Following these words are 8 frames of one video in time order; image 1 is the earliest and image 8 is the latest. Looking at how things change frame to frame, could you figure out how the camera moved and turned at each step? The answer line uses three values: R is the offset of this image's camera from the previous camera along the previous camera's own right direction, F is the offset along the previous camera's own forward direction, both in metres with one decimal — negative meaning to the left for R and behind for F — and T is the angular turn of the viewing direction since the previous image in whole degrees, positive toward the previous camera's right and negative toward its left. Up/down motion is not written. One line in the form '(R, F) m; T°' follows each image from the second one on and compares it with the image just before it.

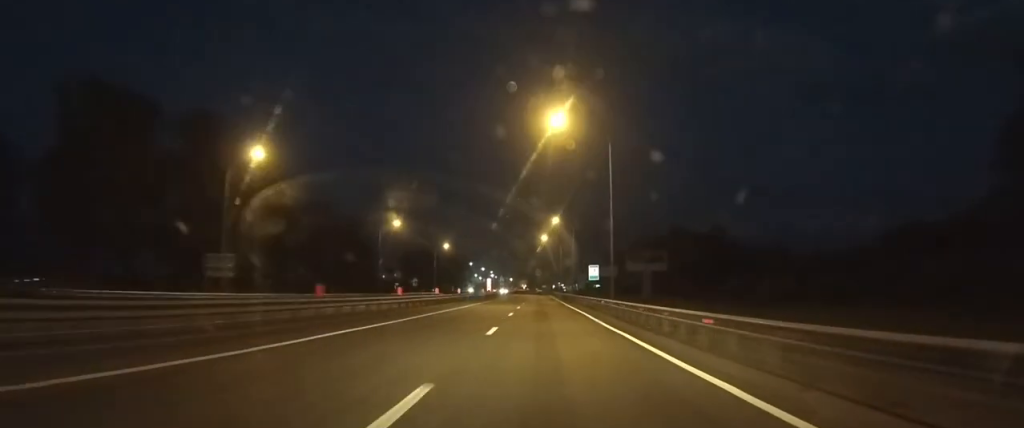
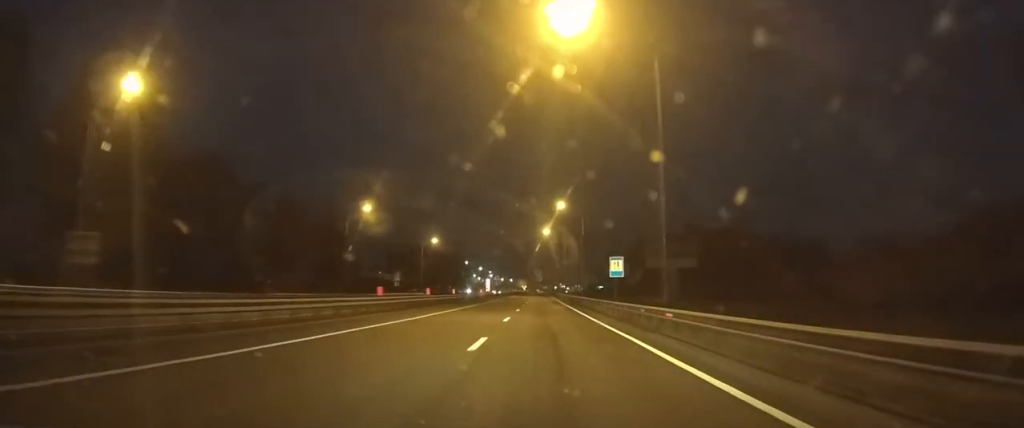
(0.0, +15.9) m; 0°
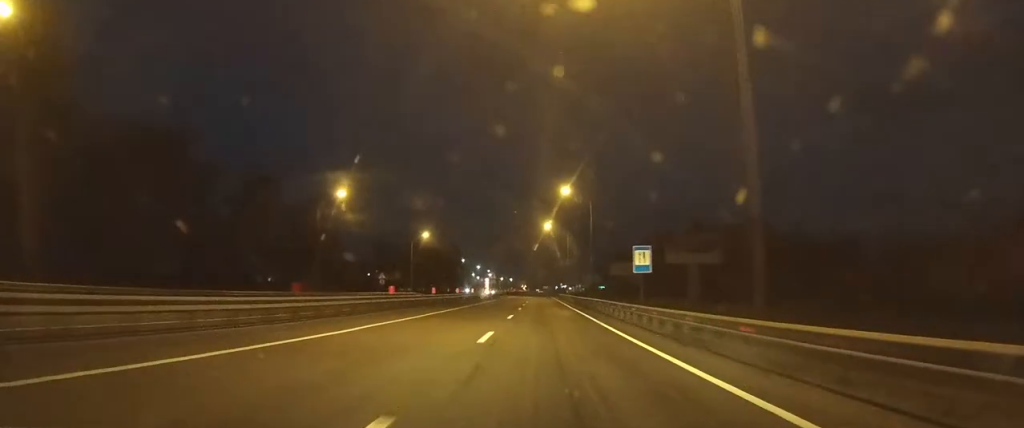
(0.0, +9.7) m; 0°
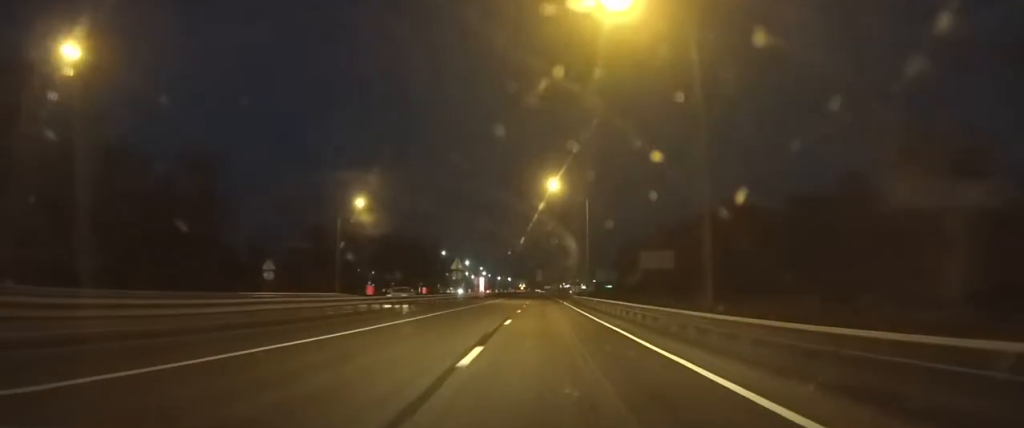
(0.0, +38.2) m; 0°
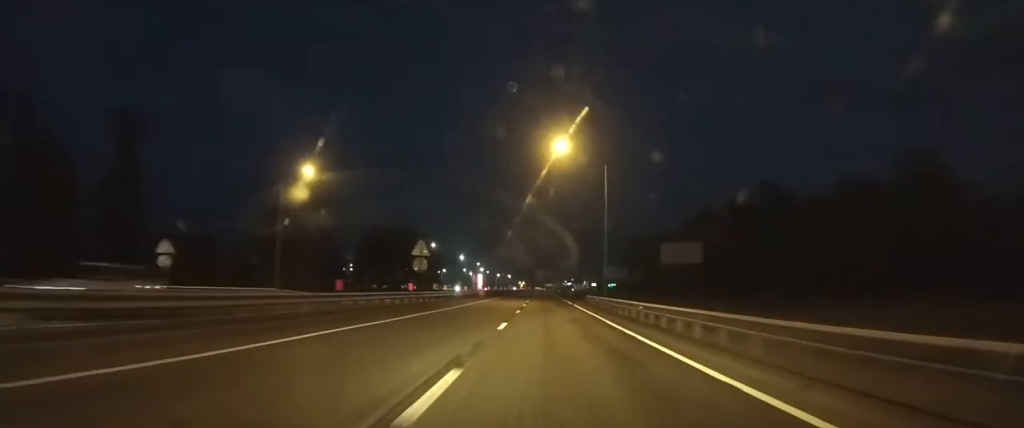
(0.0, +15.0) m; 0°
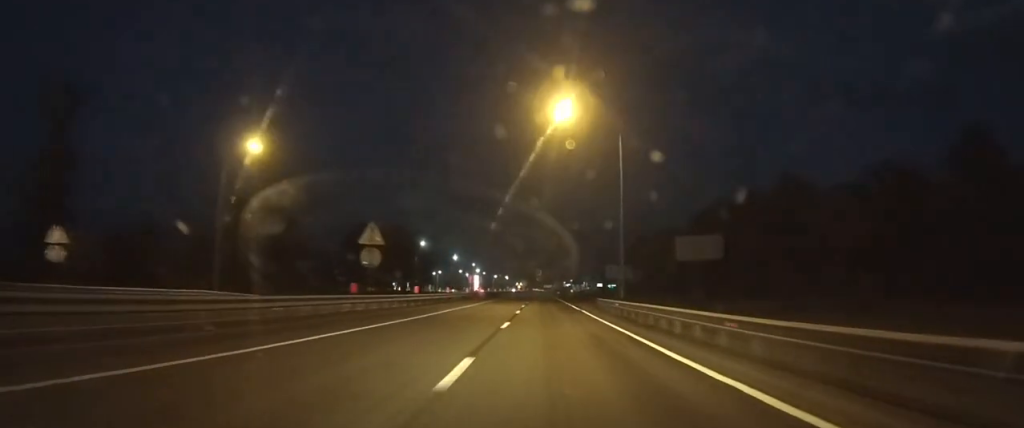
(0.0, +9.0) m; 0°
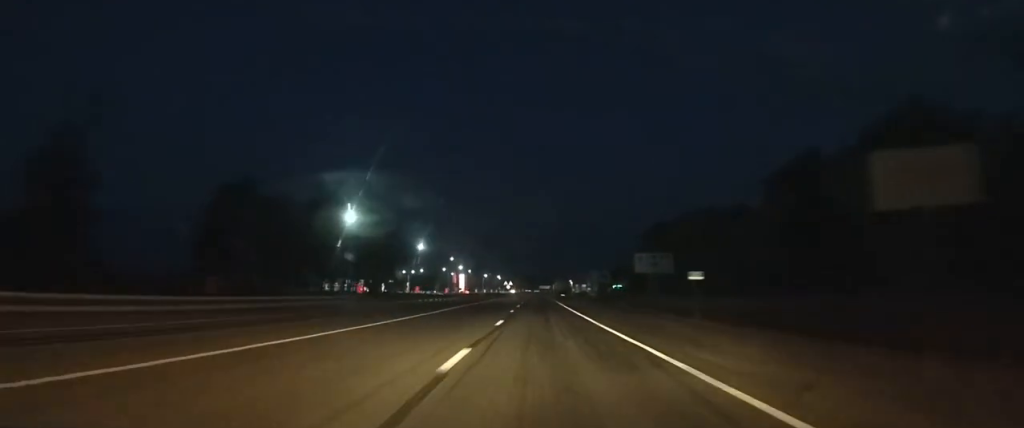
(+0.1, +40.7) m; 0°
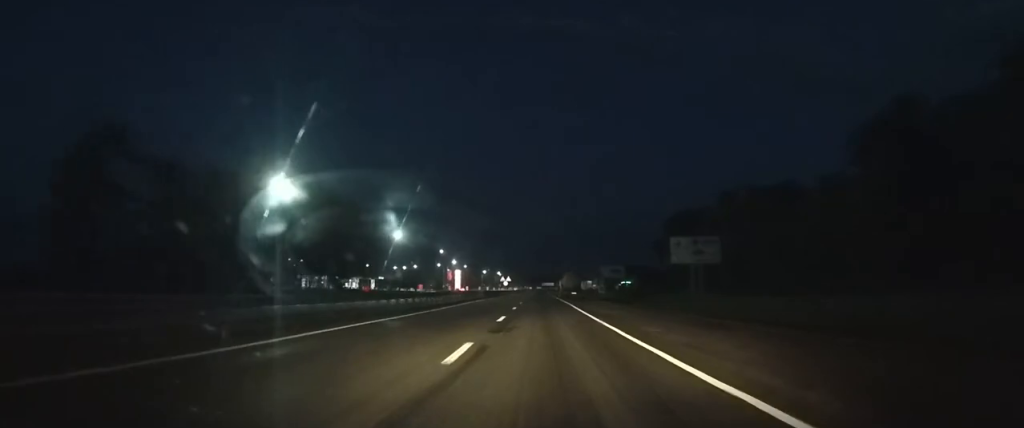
(0.0, +23.7) m; 0°
